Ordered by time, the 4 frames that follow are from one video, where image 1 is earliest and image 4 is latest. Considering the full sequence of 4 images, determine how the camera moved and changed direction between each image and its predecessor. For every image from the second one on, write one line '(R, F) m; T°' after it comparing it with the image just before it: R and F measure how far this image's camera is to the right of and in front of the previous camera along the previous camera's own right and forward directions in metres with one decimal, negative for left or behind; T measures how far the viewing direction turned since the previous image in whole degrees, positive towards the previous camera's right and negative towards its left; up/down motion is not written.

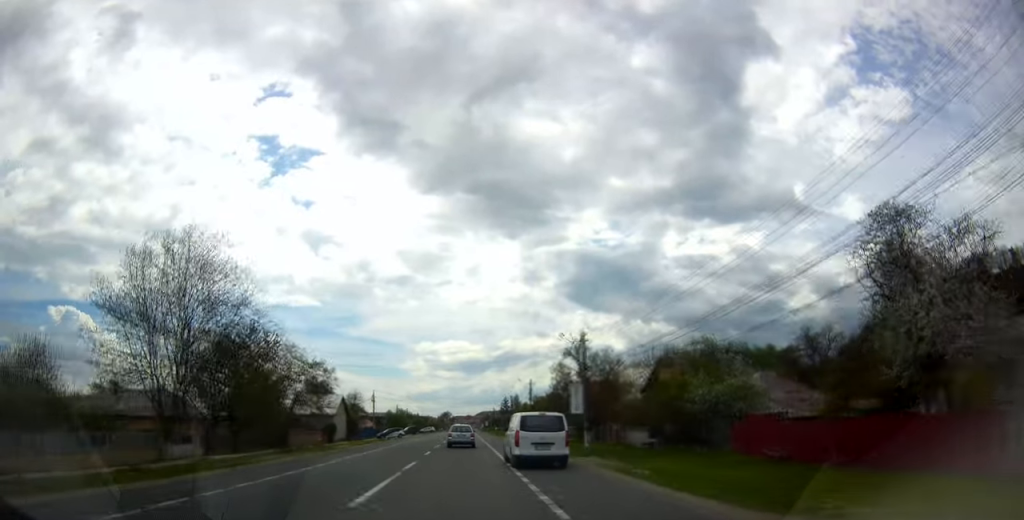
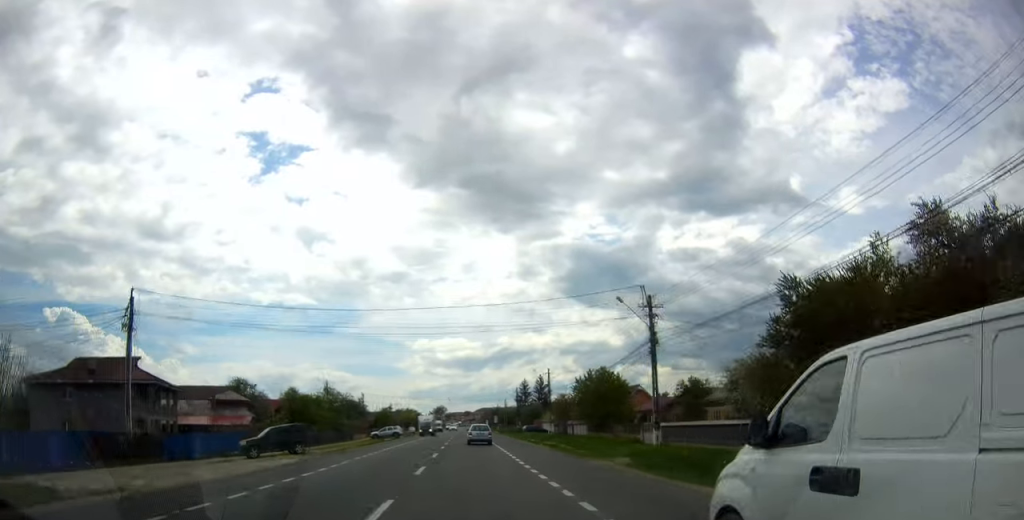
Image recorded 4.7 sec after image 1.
(-2.1, +80.8) m; -1°
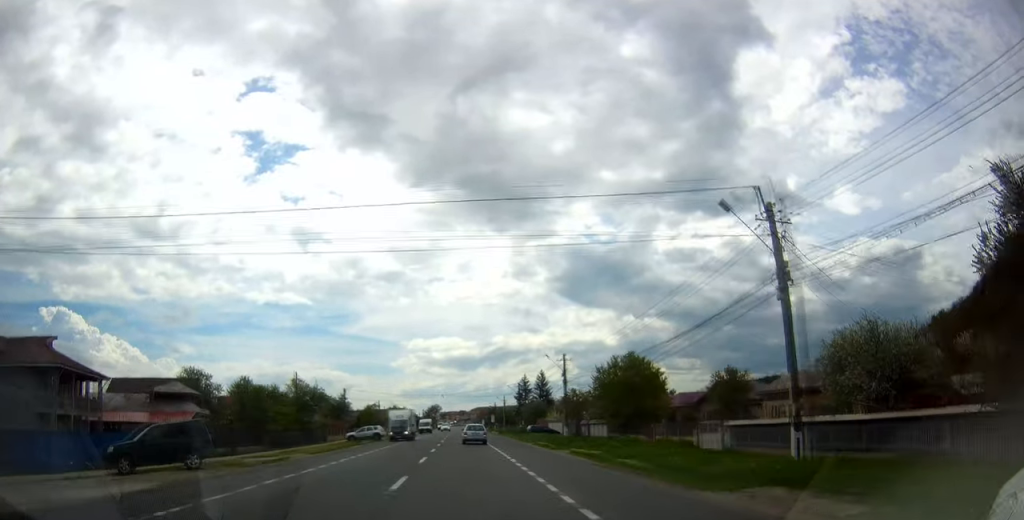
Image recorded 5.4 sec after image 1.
(0.0, +12.7) m; 0°
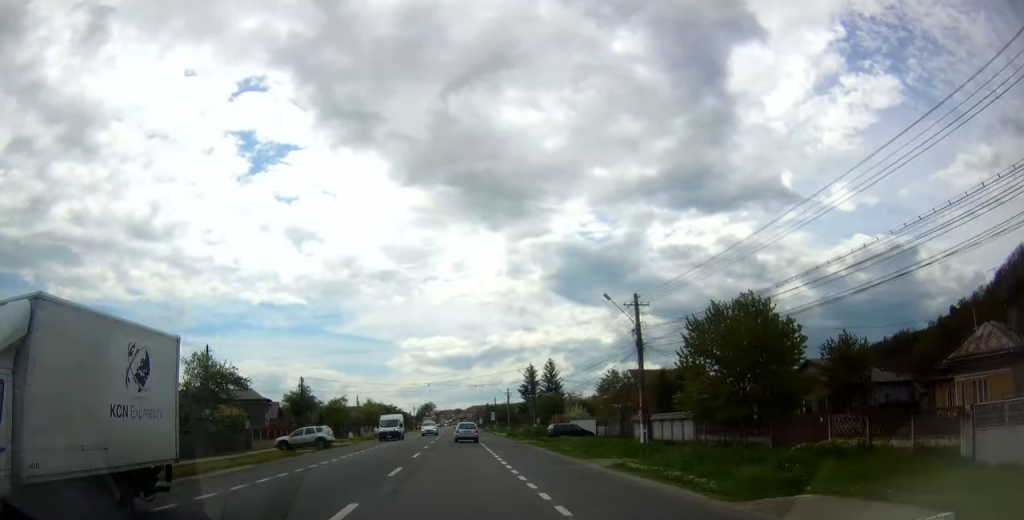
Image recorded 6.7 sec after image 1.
(-0.2, +22.6) m; +1°
